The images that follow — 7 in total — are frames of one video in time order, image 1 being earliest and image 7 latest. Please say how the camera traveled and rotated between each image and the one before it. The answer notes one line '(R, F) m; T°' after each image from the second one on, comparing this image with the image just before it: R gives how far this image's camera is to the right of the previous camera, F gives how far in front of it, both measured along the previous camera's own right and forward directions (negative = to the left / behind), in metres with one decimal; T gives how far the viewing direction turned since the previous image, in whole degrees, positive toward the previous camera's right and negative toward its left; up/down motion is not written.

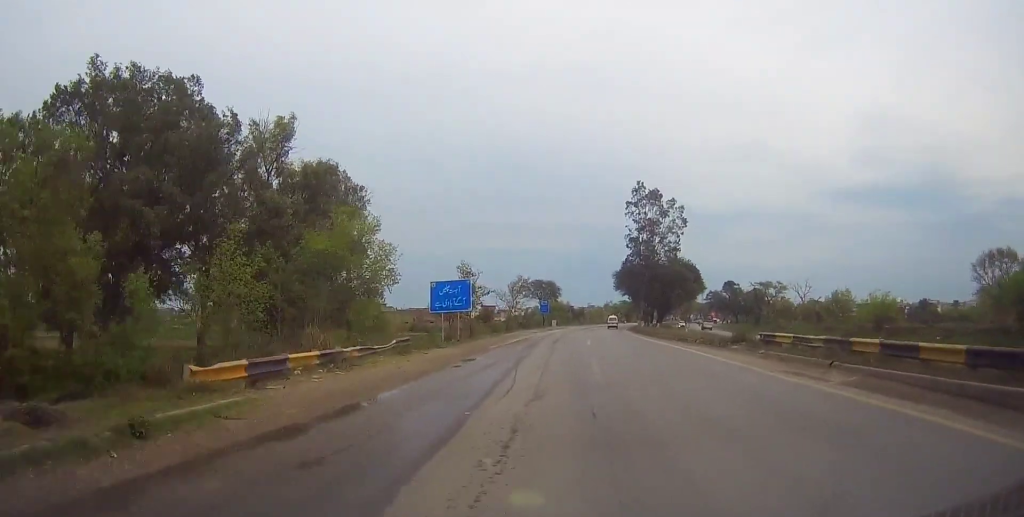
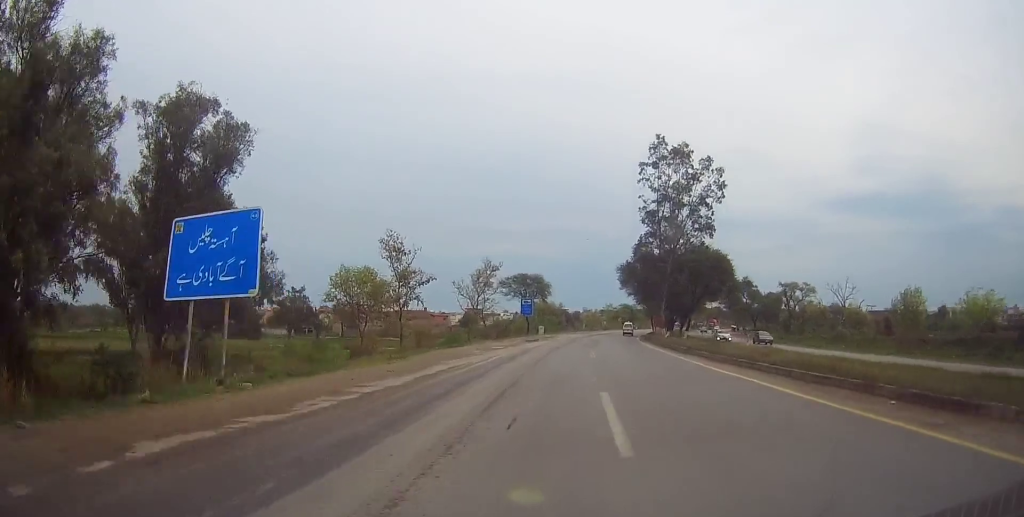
(-0.2, +25.4) m; +2°
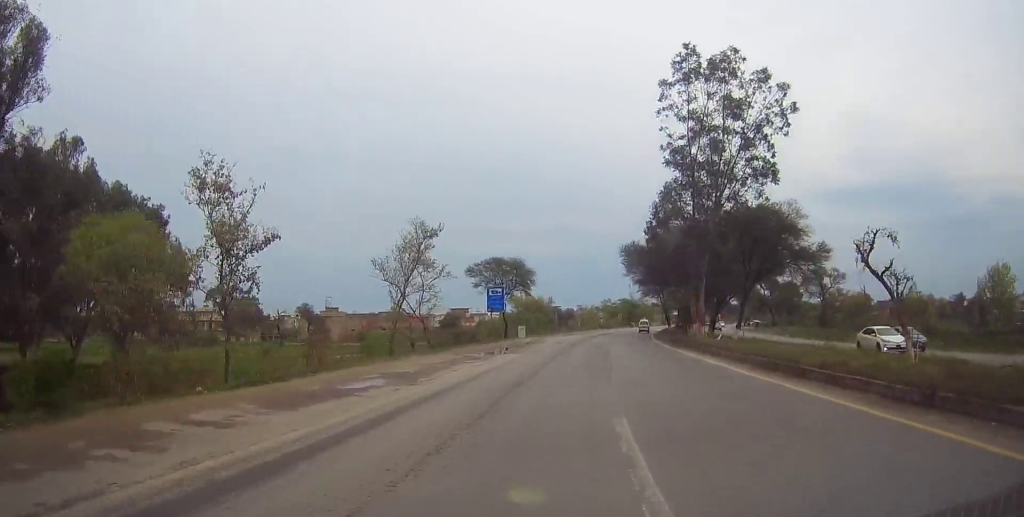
(+0.8, +21.9) m; 0°
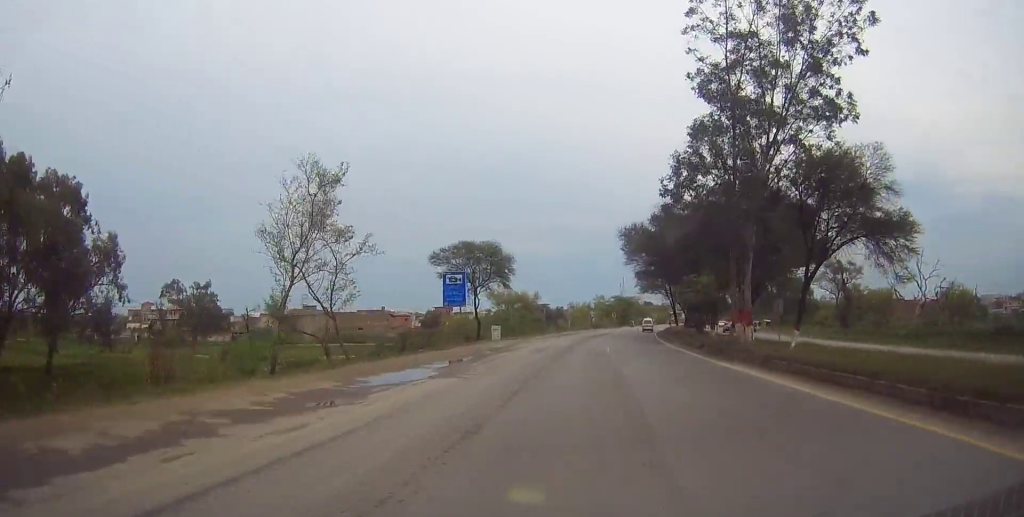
(-0.7, +12.4) m; 0°
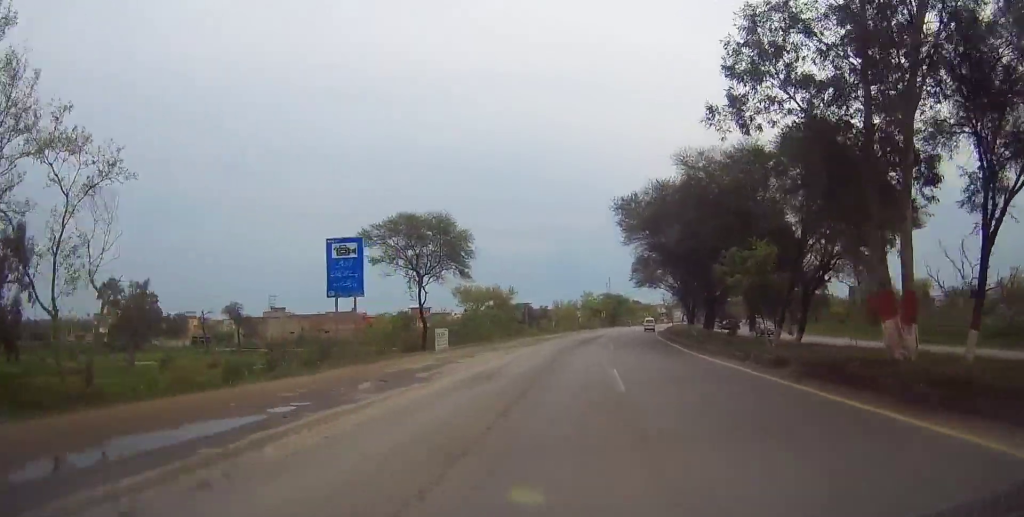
(+0.6, +14.9) m; +2°
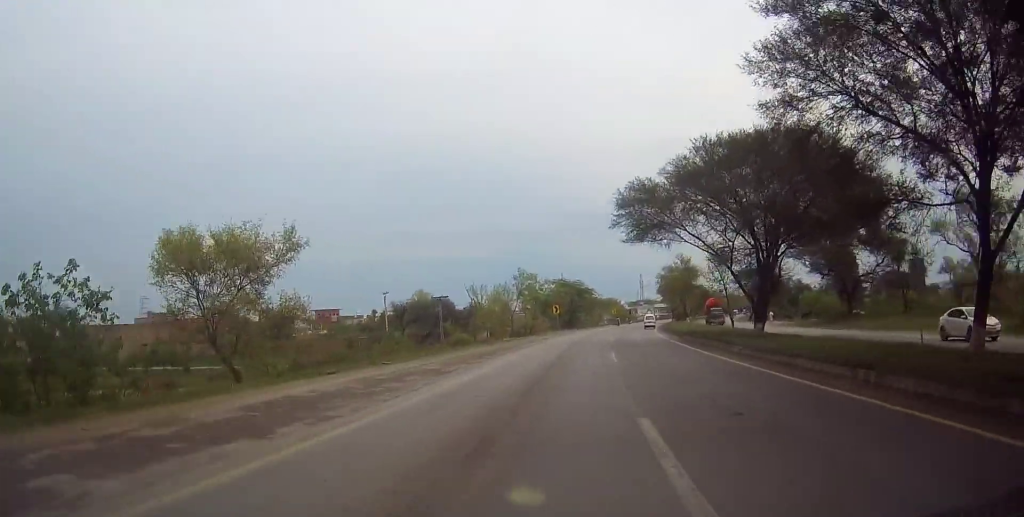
(+2.0, +45.8) m; +4°
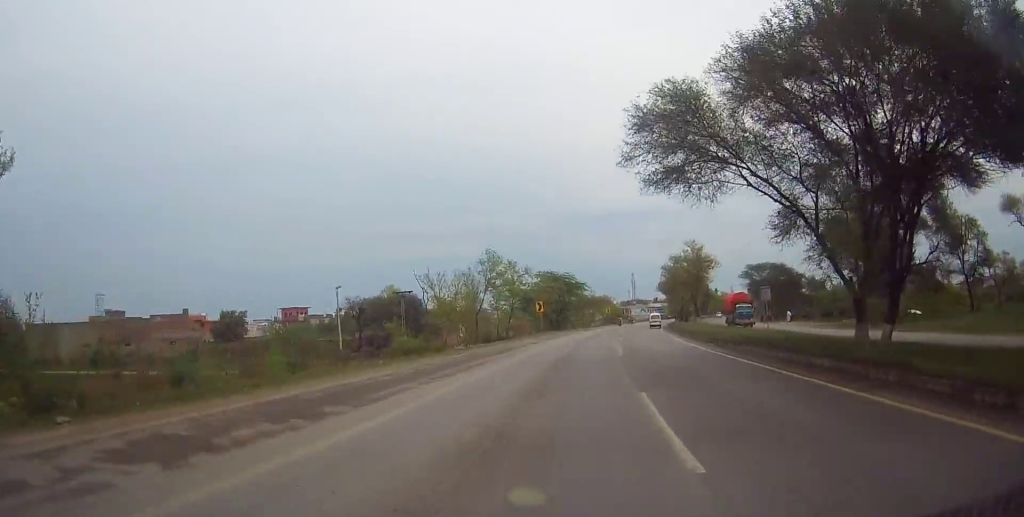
(0.0, +15.0) m; 0°
